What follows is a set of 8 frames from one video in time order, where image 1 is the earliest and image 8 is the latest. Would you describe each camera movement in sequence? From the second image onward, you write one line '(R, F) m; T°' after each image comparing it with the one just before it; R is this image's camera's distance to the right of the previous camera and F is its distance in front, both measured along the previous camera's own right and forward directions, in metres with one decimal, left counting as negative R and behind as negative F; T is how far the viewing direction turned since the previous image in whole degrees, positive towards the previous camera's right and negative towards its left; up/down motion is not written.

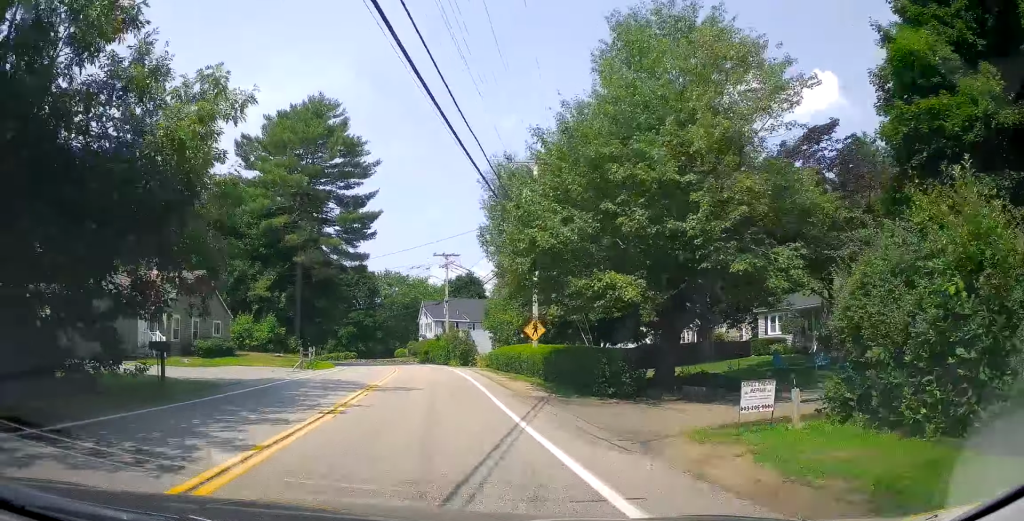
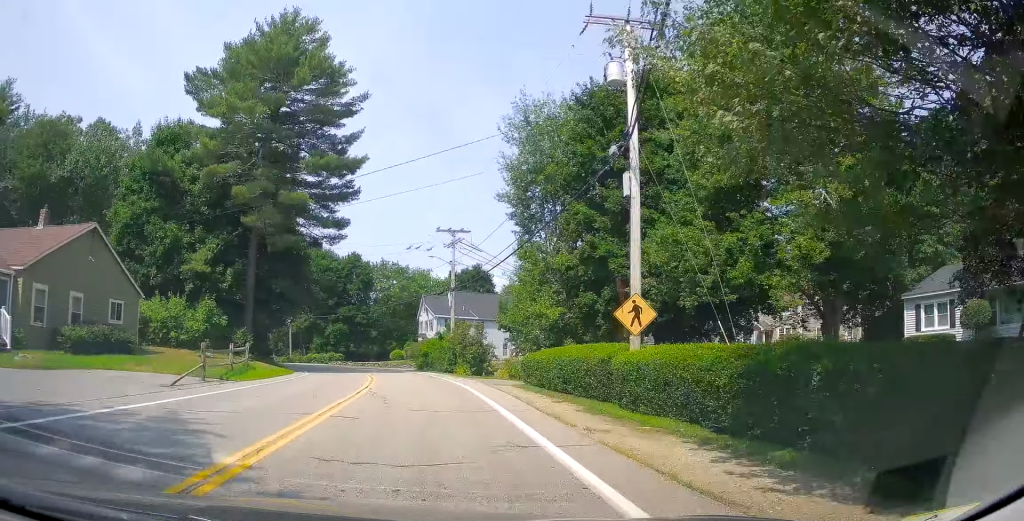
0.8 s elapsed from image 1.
(-0.3, +14.1) m; -3°
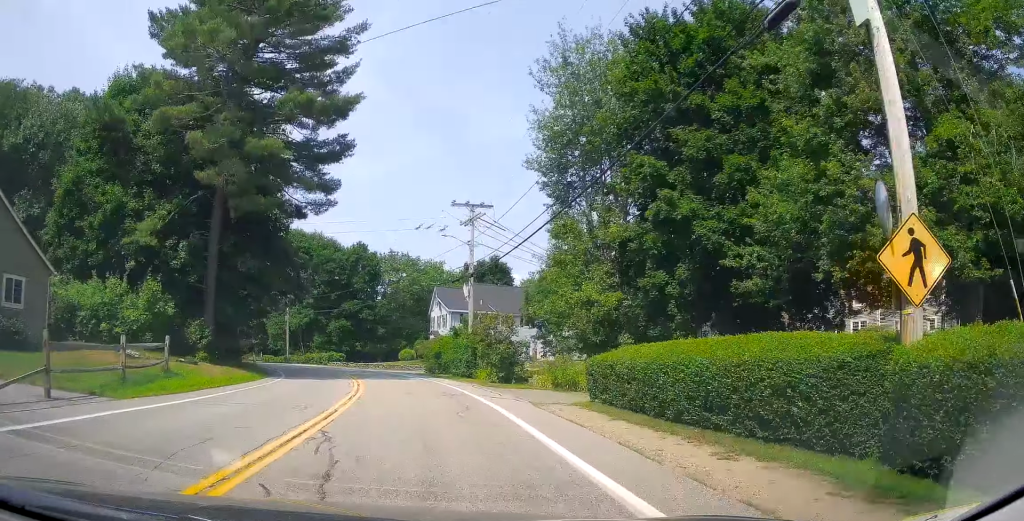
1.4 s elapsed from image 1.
(-0.2, +8.9) m; -3°
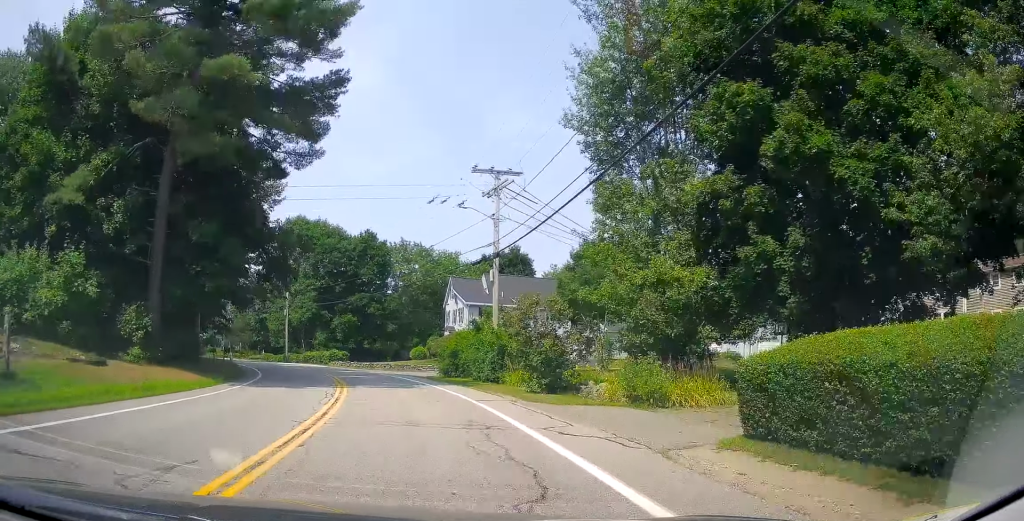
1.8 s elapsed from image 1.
(+0.1, +7.7) m; -4°
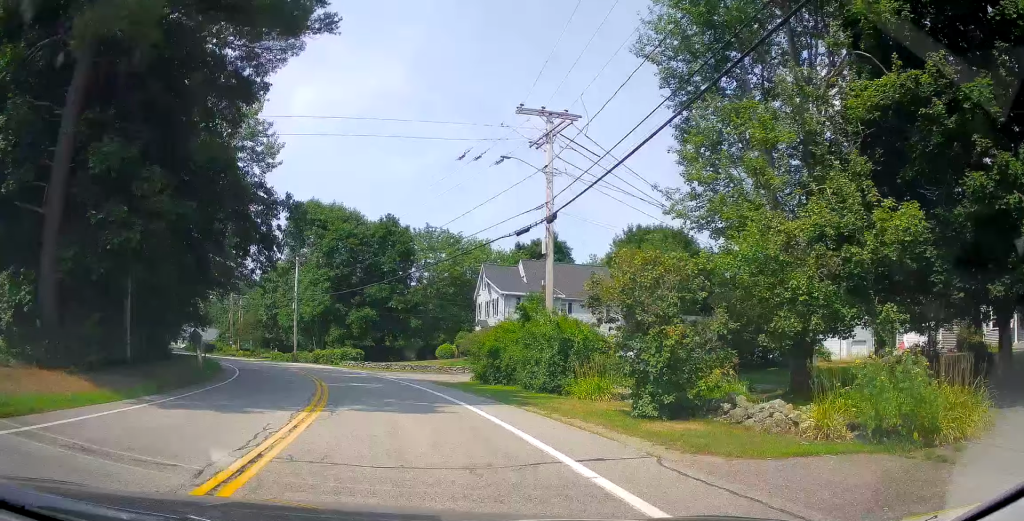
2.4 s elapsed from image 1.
(-0.4, +8.7) m; -2°
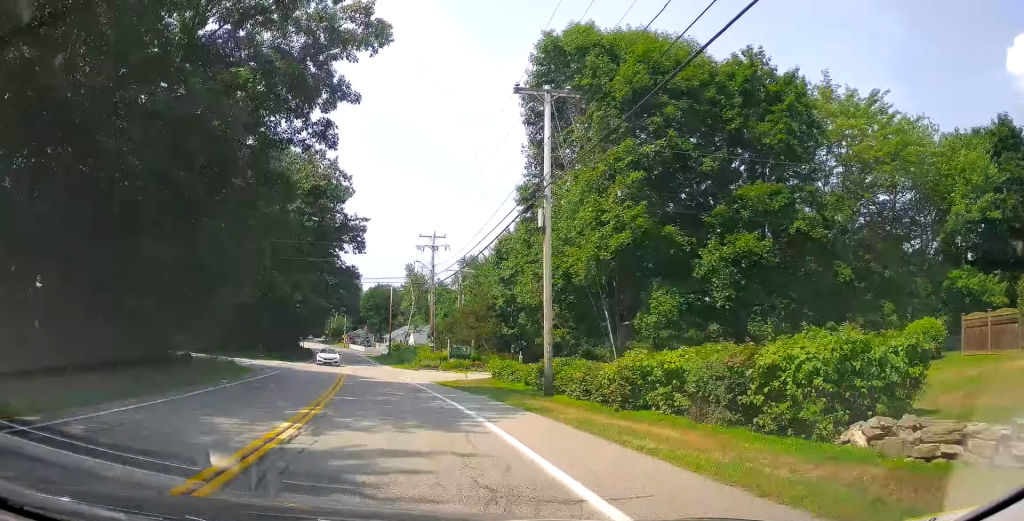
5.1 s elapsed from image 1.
(-4.2, +43.2) m; -14°
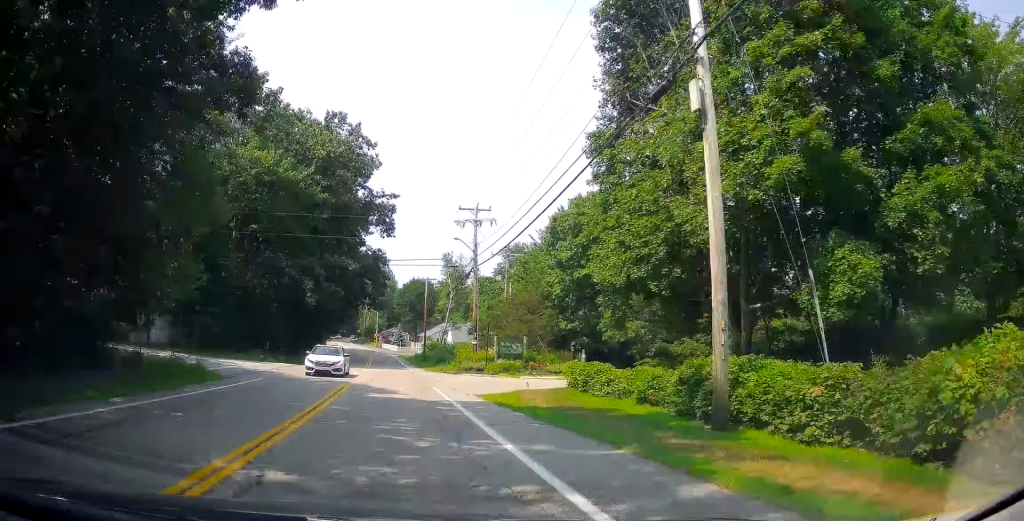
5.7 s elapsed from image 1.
(0.0, +9.9) m; -3°
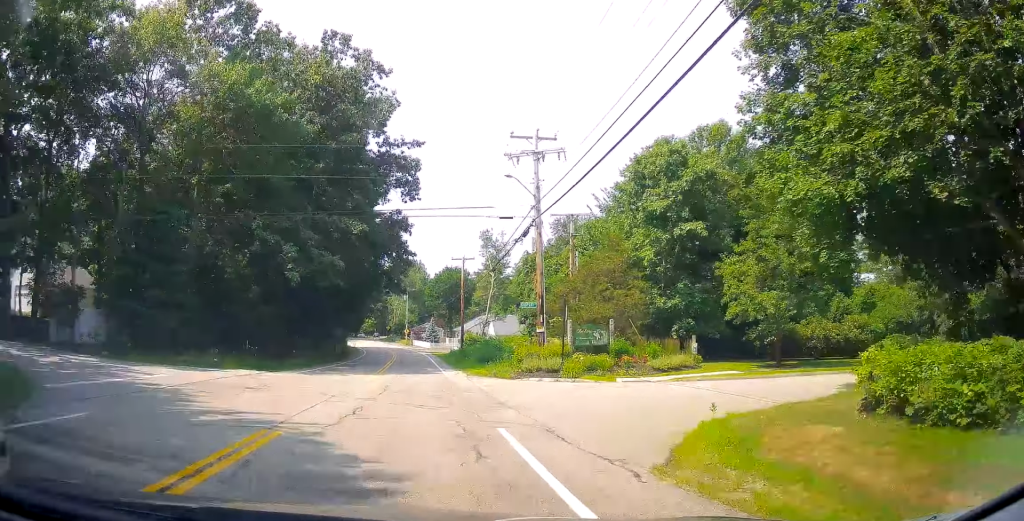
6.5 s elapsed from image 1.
(-0.6, +14.0) m; -5°
